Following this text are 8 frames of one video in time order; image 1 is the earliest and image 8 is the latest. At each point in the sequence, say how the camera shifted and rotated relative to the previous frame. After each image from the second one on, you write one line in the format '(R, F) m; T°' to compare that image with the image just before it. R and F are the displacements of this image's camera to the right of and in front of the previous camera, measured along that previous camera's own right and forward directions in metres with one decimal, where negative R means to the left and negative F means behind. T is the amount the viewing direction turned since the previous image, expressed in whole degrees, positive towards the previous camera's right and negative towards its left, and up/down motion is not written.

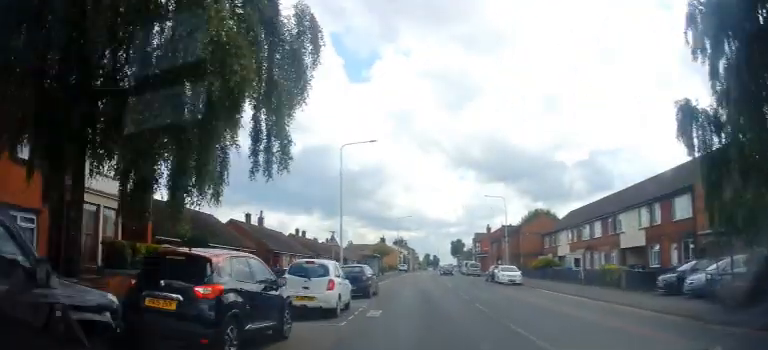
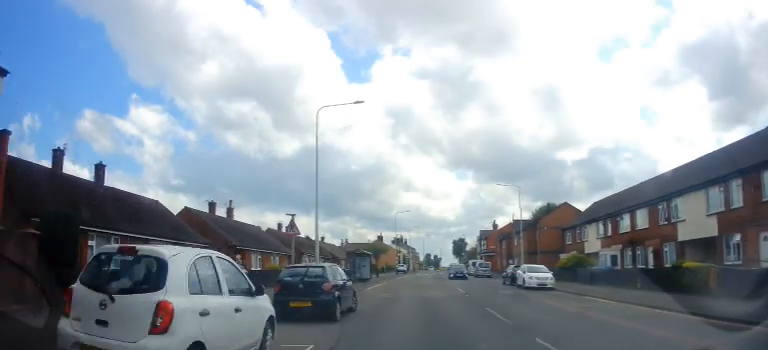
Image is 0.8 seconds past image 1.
(-0.1, +8.7) m; -1°
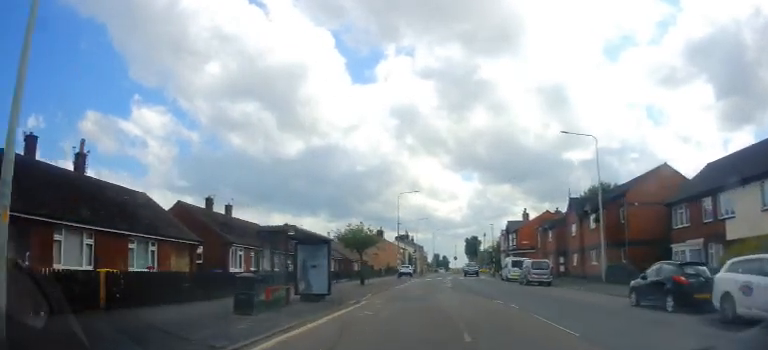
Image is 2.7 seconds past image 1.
(0.0, +20.9) m; 0°
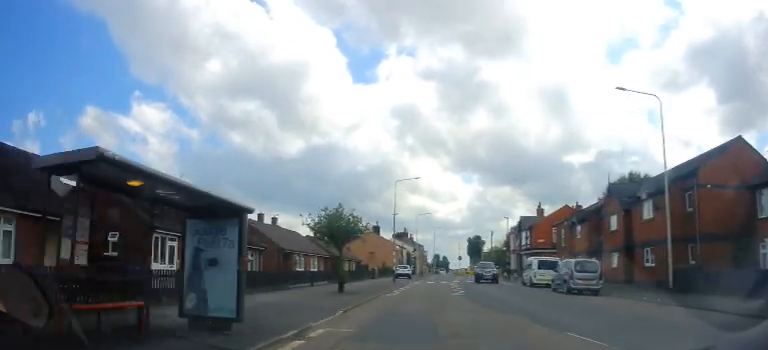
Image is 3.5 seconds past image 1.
(-0.2, +9.0) m; 0°
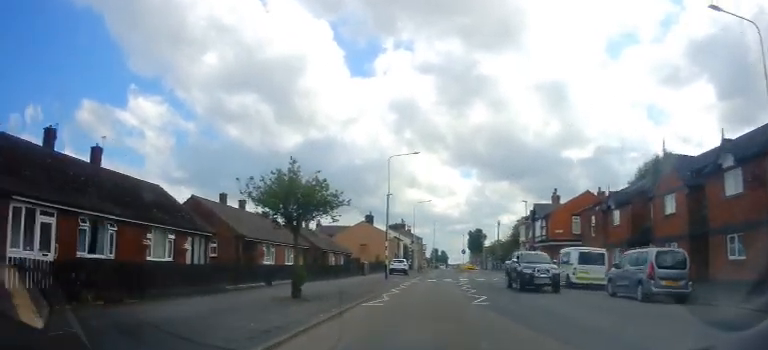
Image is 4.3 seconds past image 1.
(+0.1, +8.3) m; +1°
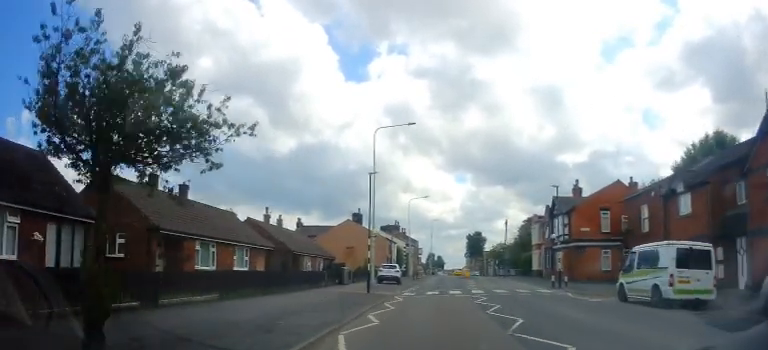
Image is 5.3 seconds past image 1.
(+0.1, +10.1) m; 0°
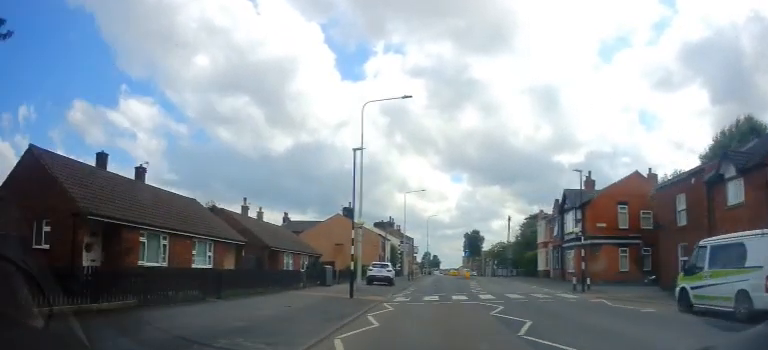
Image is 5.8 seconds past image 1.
(0.0, +4.8) m; 0°
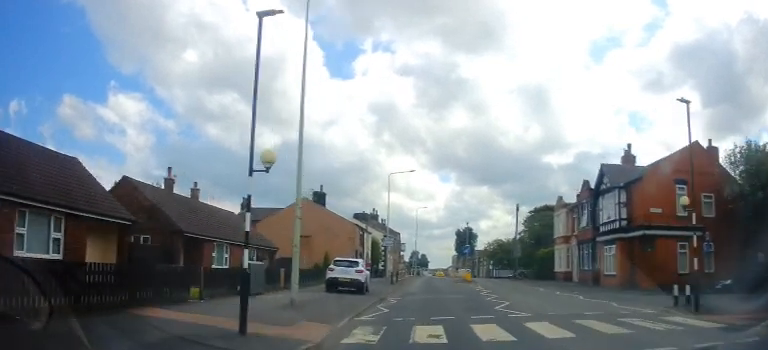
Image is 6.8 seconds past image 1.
(-0.1, +11.0) m; +2°
